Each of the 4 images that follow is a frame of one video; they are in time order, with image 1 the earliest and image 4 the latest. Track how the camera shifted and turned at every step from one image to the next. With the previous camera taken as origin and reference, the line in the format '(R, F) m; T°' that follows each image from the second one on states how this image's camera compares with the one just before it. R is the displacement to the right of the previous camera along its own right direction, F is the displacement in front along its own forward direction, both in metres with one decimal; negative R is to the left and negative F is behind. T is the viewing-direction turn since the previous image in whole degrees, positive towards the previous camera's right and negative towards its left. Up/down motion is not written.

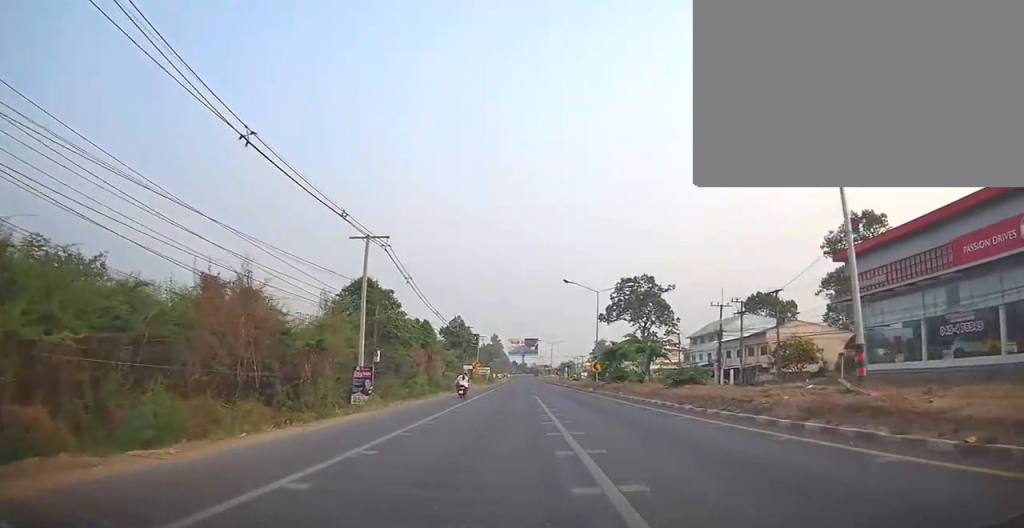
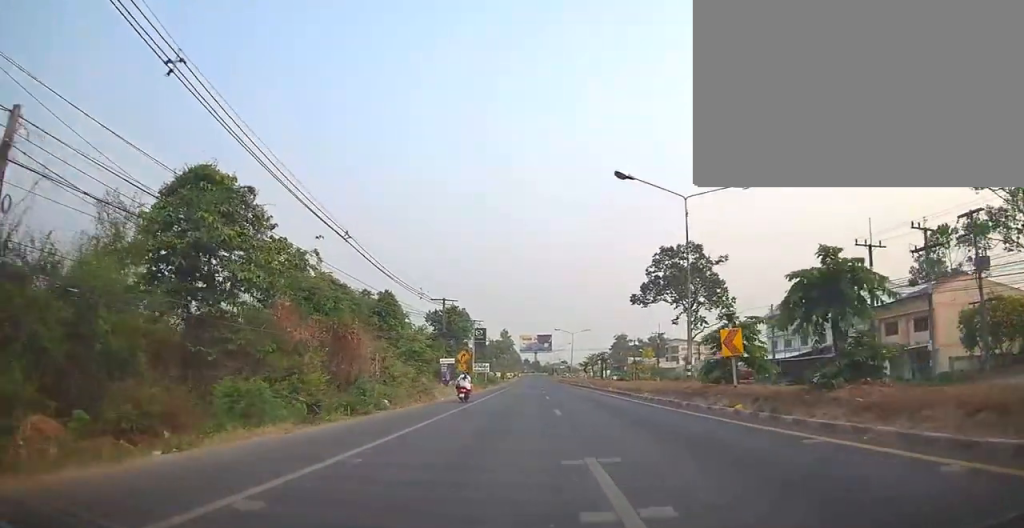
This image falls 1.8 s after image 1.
(-1.4, +26.7) m; -4°
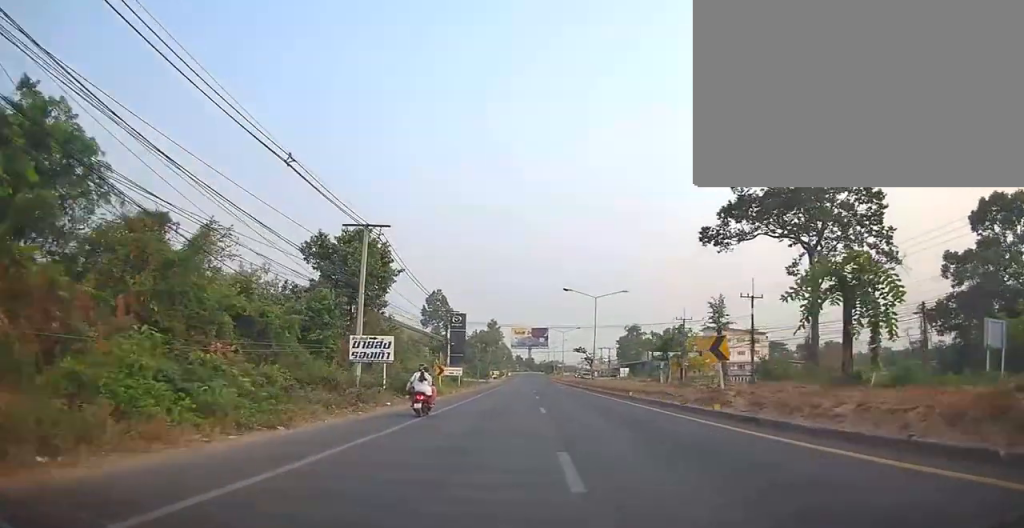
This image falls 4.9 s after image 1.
(+0.6, +46.1) m; 0°
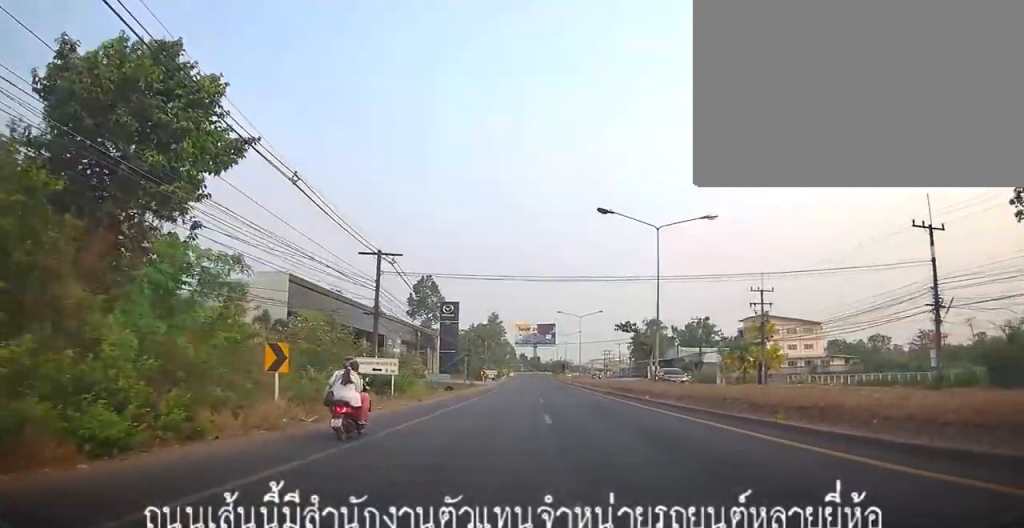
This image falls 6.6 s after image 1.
(-0.8, +26.9) m; -2°
